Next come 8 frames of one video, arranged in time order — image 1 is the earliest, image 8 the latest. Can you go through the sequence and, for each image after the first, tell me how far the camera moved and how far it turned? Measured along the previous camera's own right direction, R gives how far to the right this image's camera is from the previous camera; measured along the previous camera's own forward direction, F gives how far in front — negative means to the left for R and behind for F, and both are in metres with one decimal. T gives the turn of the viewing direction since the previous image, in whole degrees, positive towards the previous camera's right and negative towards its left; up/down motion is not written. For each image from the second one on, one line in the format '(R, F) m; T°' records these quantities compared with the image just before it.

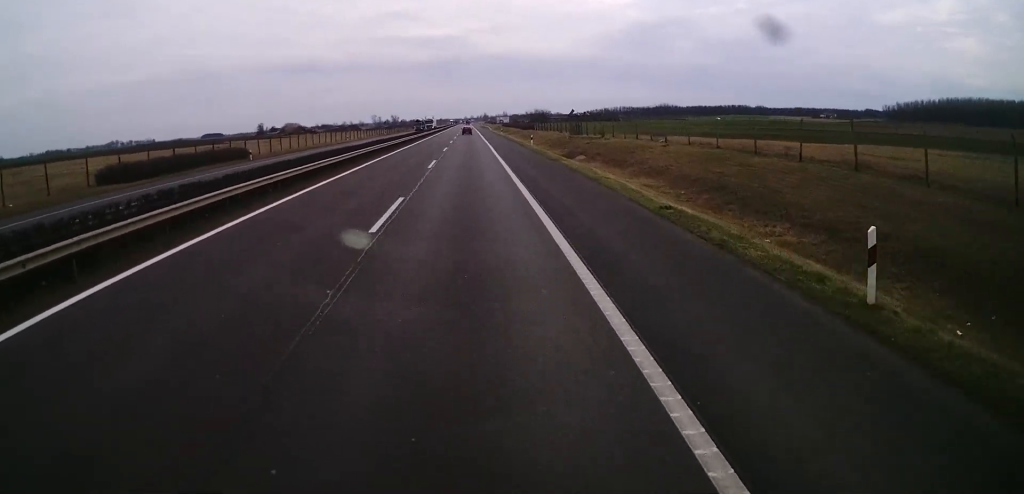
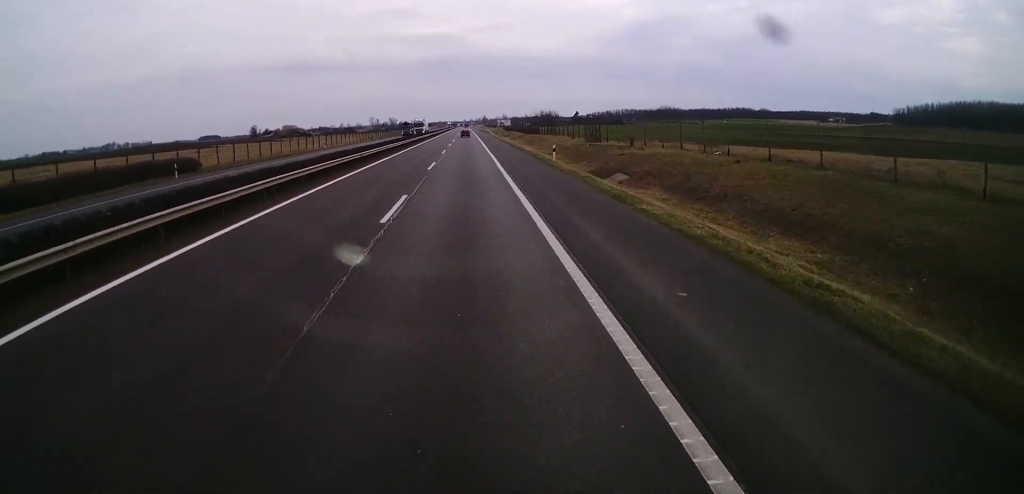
(0.0, +15.4) m; 0°
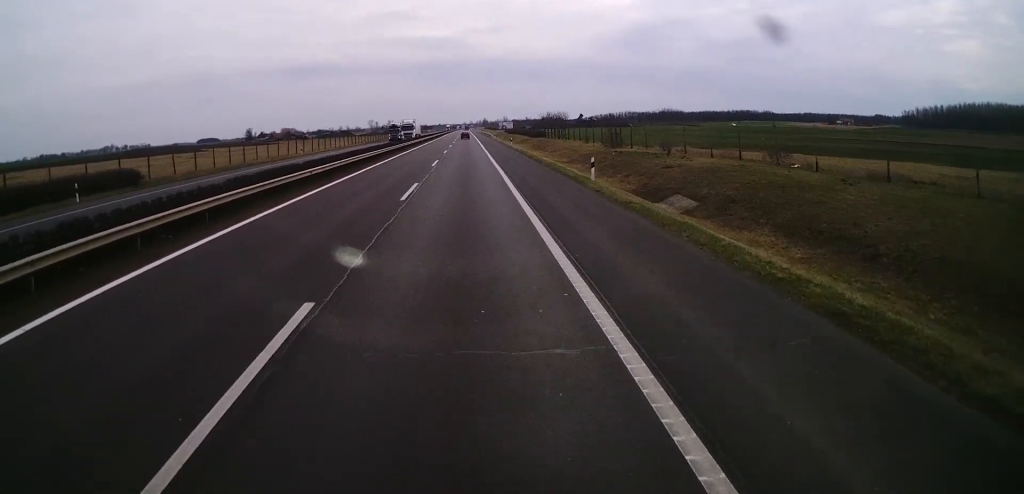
(0.0, +12.6) m; 0°
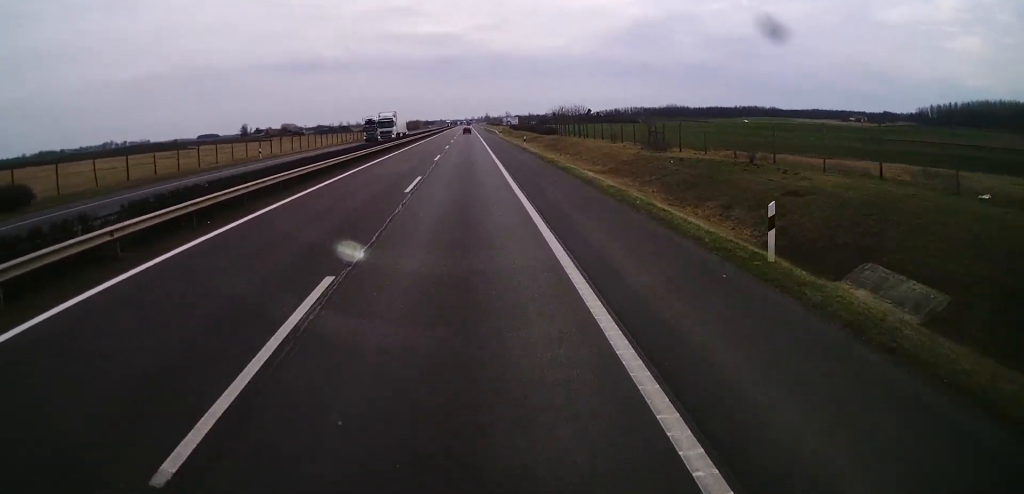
(0.0, +16.9) m; 0°
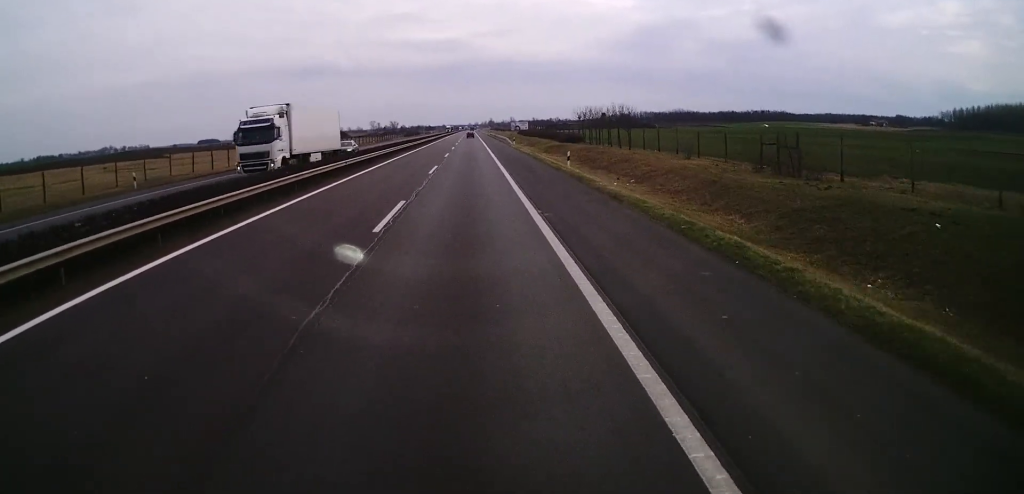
(+0.1, +26.7) m; -1°
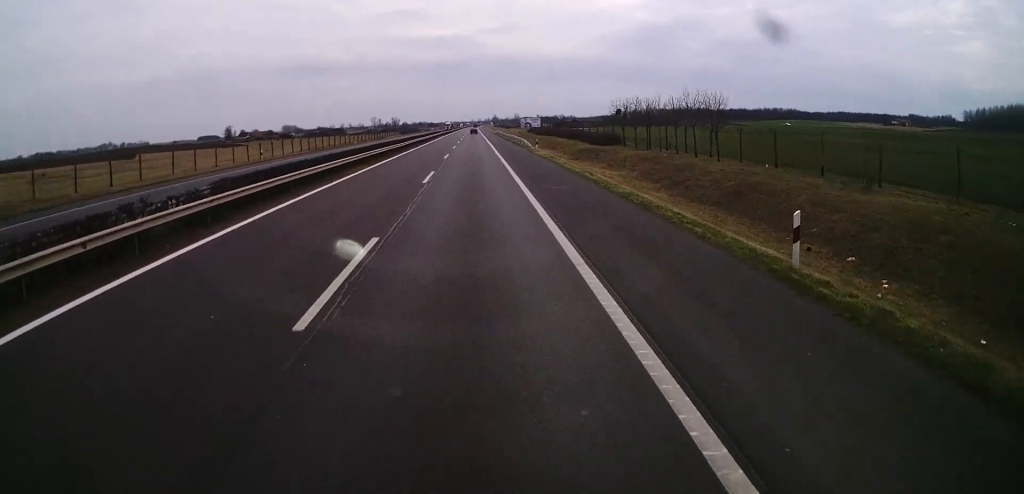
(-0.6, +26.7) m; -1°
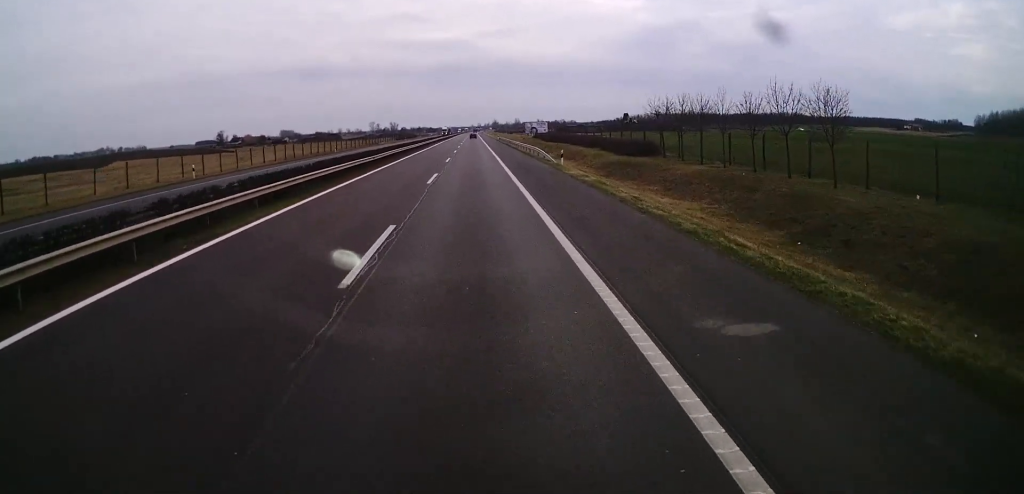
(+0.2, +17.8) m; +1°
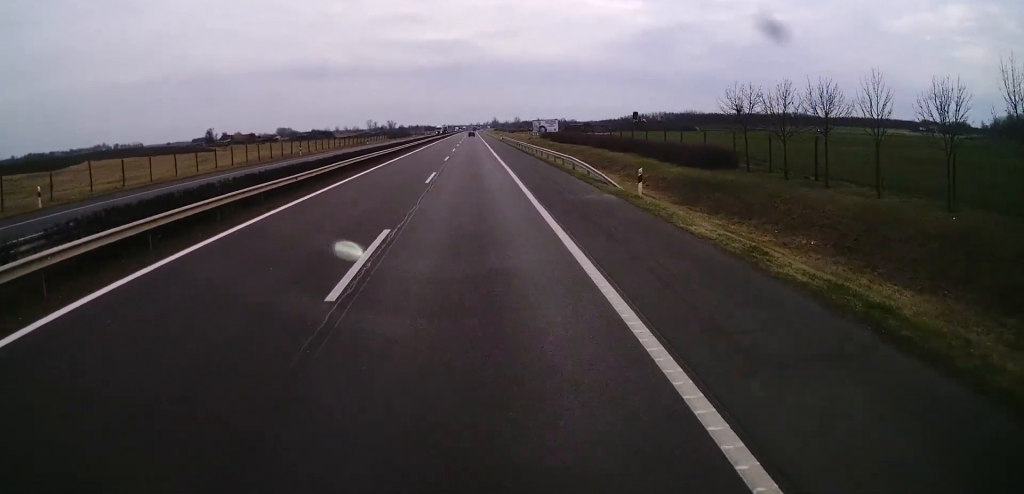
(+0.1, +19.1) m; 0°
